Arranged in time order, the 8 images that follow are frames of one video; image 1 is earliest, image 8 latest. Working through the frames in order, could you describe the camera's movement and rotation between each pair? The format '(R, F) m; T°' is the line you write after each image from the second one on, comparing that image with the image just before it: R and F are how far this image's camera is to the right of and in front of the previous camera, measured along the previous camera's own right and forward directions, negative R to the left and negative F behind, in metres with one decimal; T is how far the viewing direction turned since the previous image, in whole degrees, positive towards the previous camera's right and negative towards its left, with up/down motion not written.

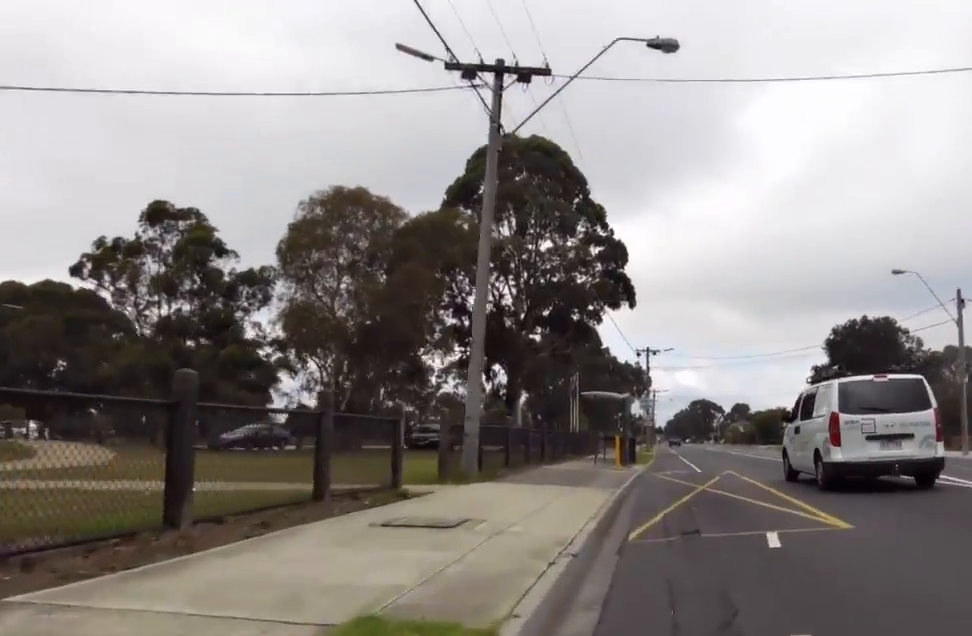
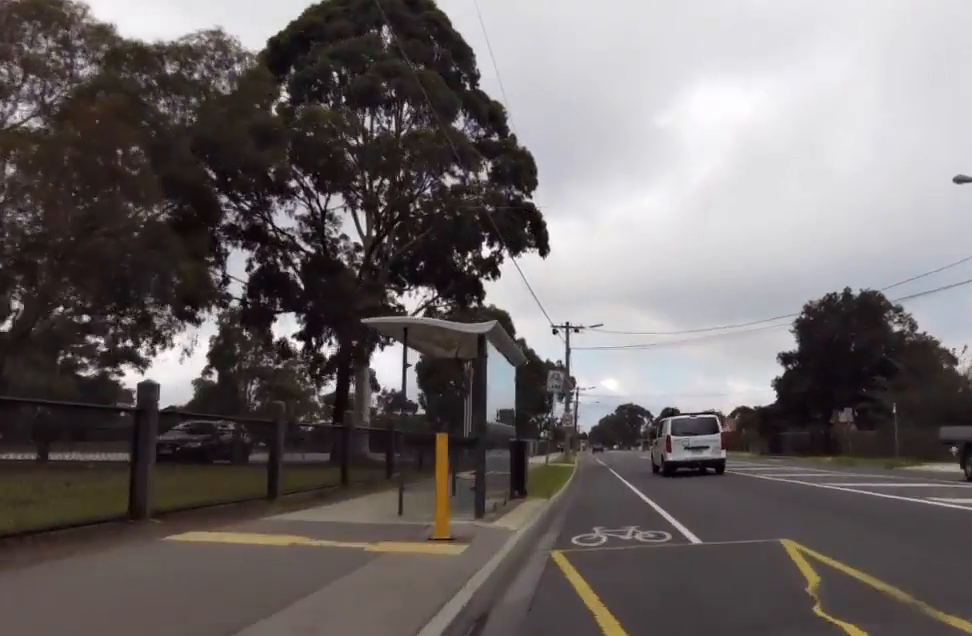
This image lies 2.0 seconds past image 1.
(0.0, +16.5) m; +1°
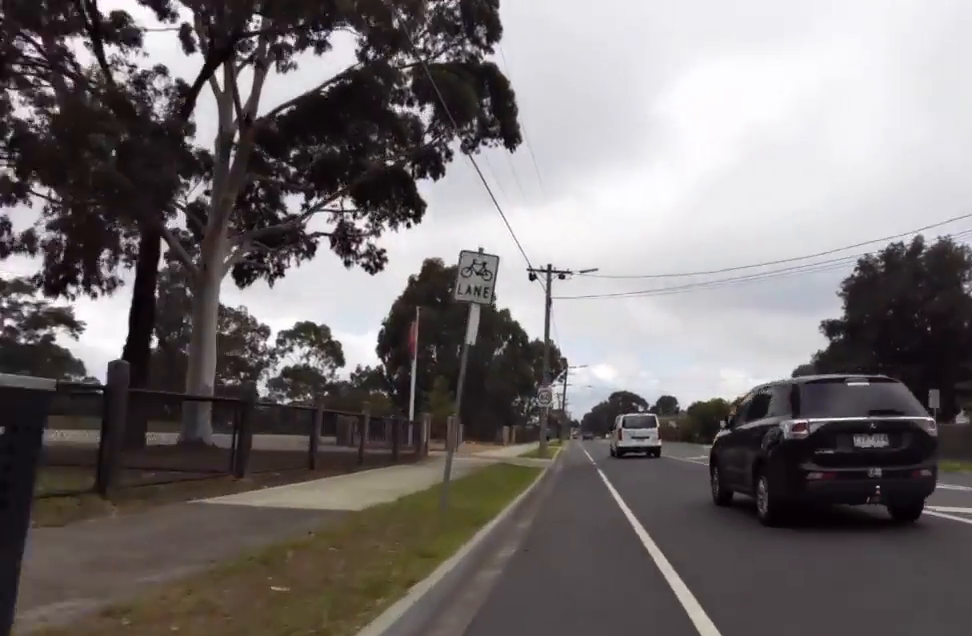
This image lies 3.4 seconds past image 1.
(+1.5, +12.0) m; +5°
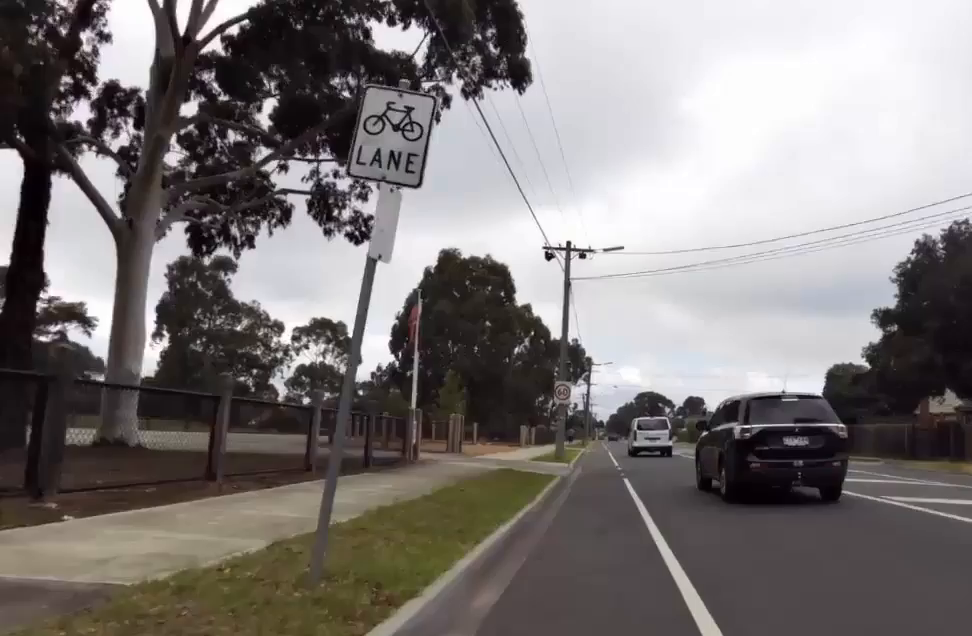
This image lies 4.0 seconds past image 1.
(+0.1, +4.4) m; -4°
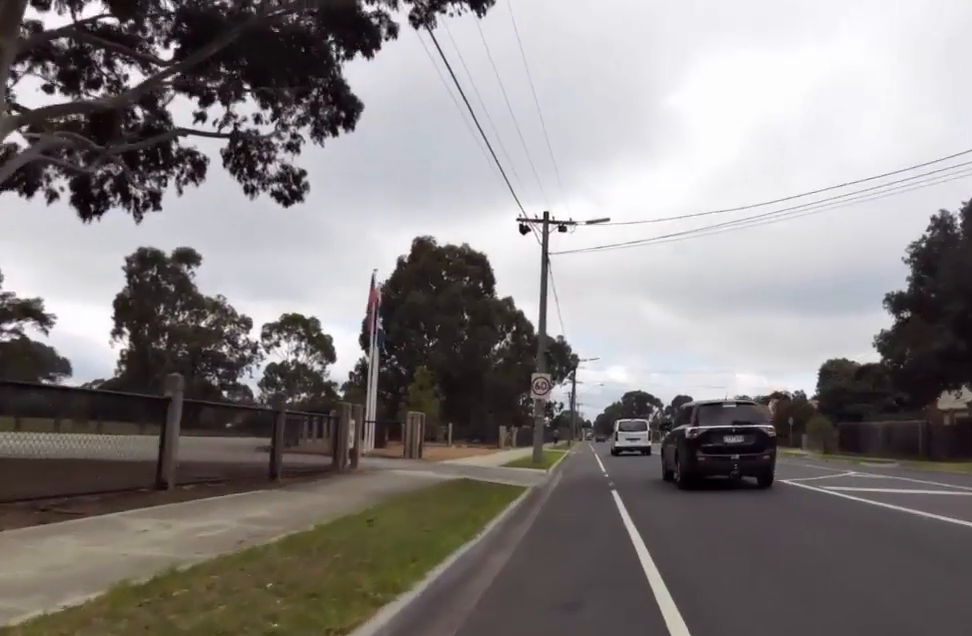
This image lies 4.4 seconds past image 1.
(-0.3, +3.6) m; -1°
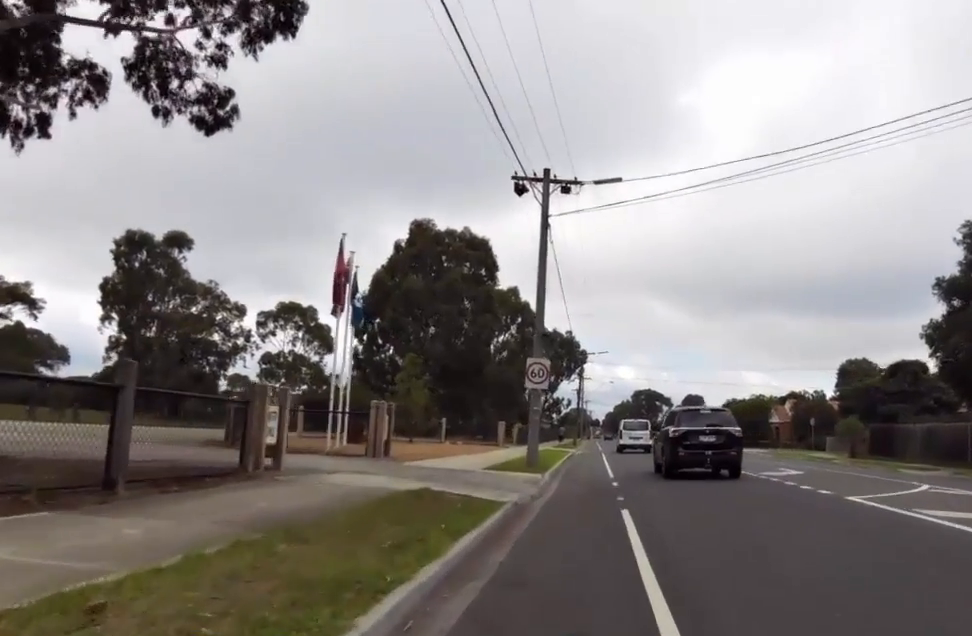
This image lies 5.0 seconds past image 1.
(-0.4, +4.1) m; 0°
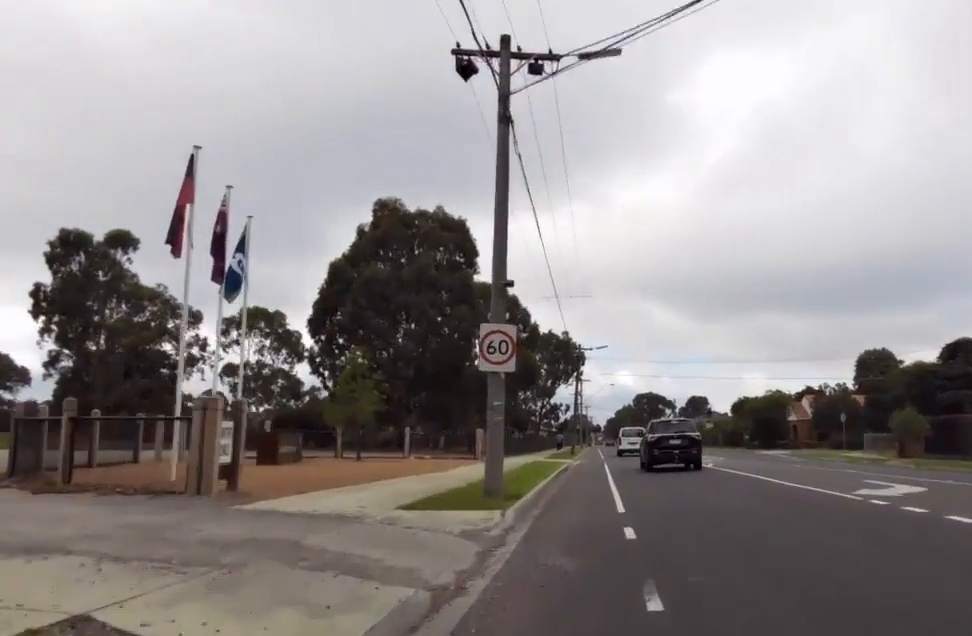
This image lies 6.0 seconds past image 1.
(+0.6, +7.8) m; +1°
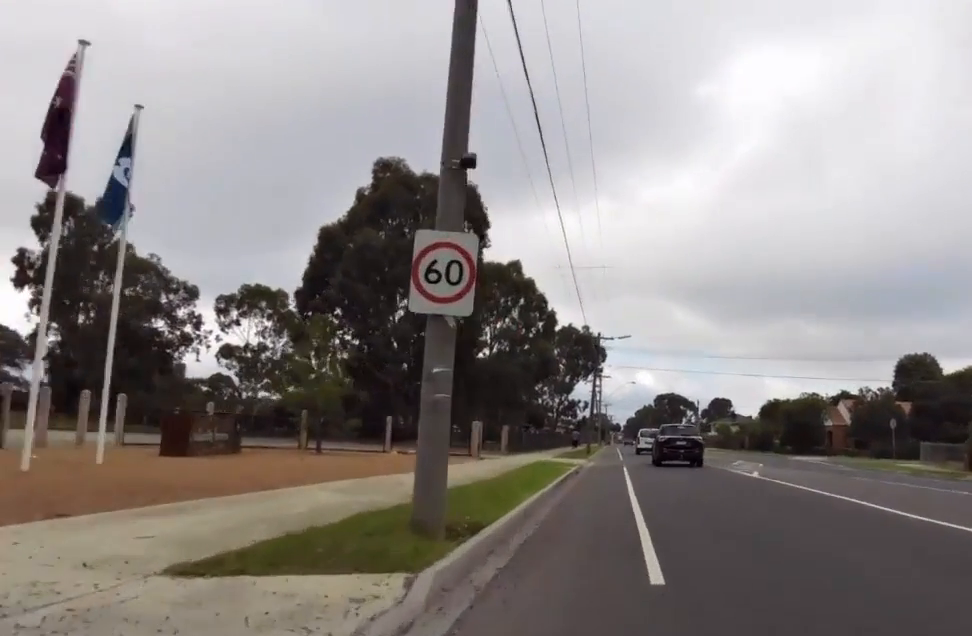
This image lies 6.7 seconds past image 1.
(-0.3, +5.8) m; -3°
